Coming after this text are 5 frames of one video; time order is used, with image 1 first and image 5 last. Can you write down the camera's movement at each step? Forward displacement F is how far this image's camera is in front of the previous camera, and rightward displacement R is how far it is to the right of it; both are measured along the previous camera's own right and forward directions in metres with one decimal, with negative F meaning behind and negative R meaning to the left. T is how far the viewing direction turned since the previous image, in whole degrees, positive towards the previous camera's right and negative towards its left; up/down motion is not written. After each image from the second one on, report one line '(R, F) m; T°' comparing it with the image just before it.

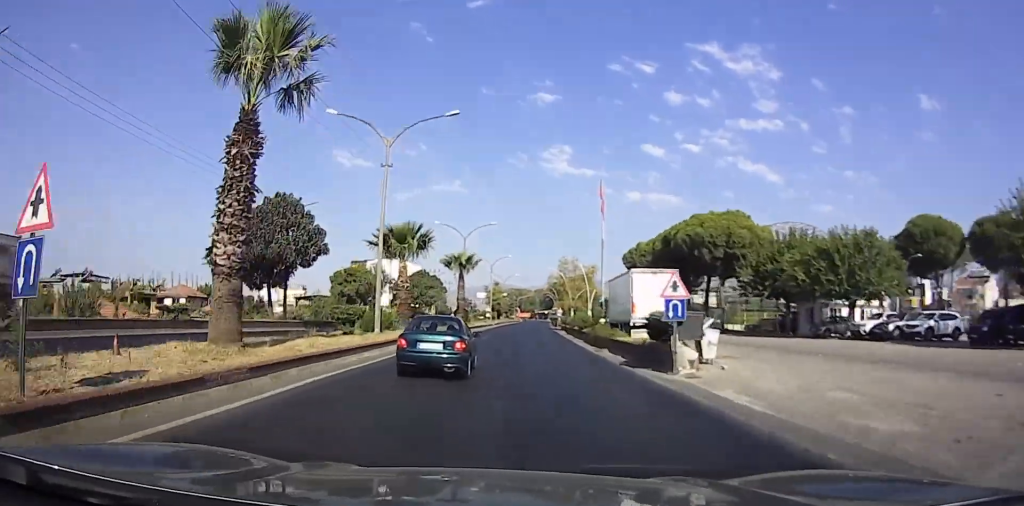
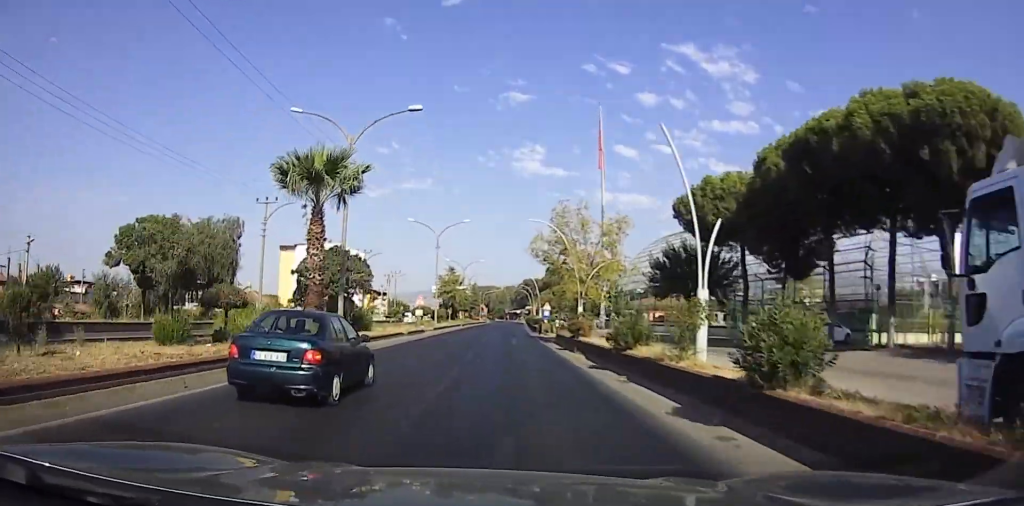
(+1.5, +32.3) m; +4°
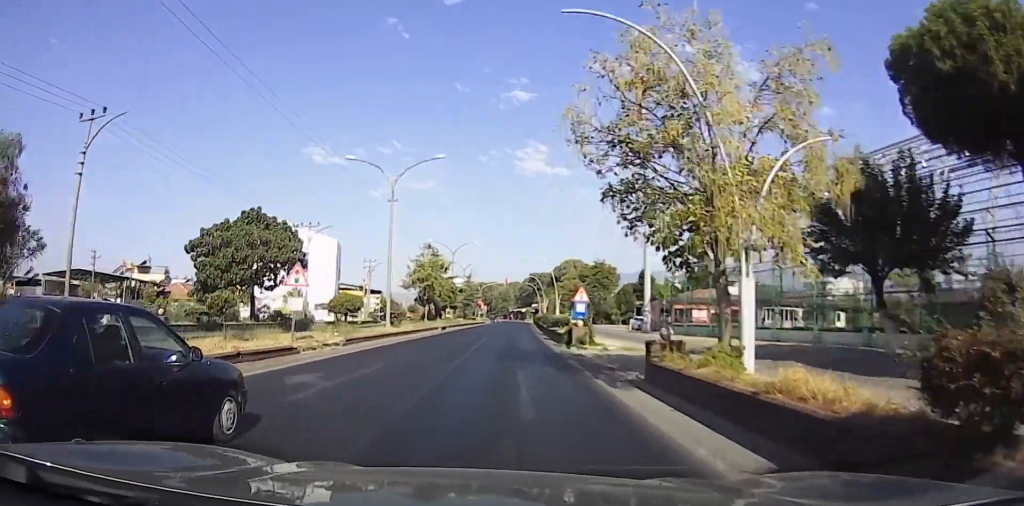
(-0.2, +23.3) m; 0°
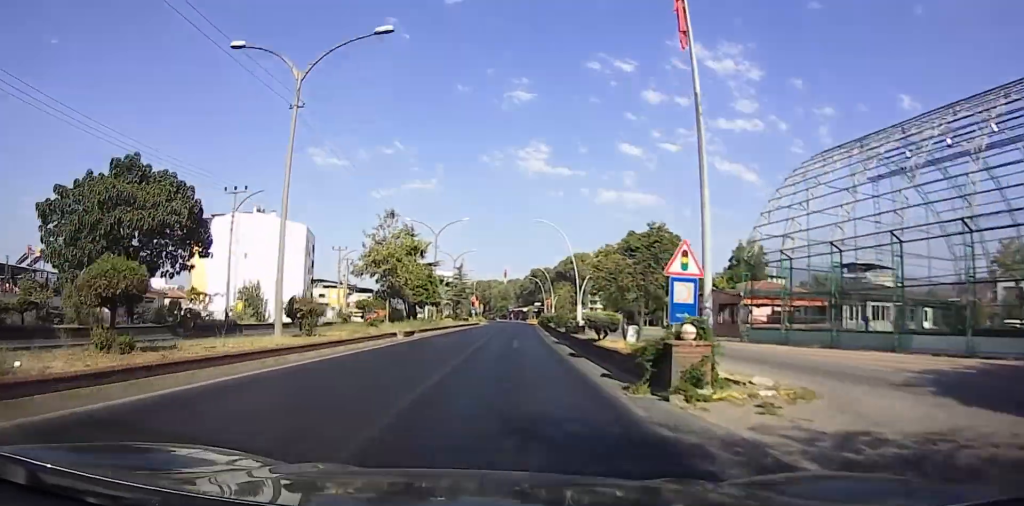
(+0.3, +16.2) m; +1°
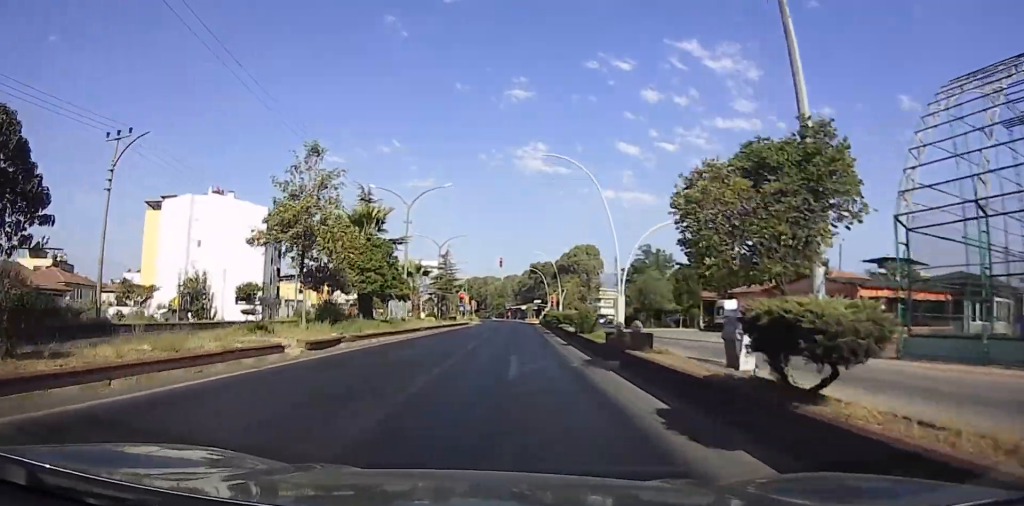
(0.0, +14.5) m; -1°
